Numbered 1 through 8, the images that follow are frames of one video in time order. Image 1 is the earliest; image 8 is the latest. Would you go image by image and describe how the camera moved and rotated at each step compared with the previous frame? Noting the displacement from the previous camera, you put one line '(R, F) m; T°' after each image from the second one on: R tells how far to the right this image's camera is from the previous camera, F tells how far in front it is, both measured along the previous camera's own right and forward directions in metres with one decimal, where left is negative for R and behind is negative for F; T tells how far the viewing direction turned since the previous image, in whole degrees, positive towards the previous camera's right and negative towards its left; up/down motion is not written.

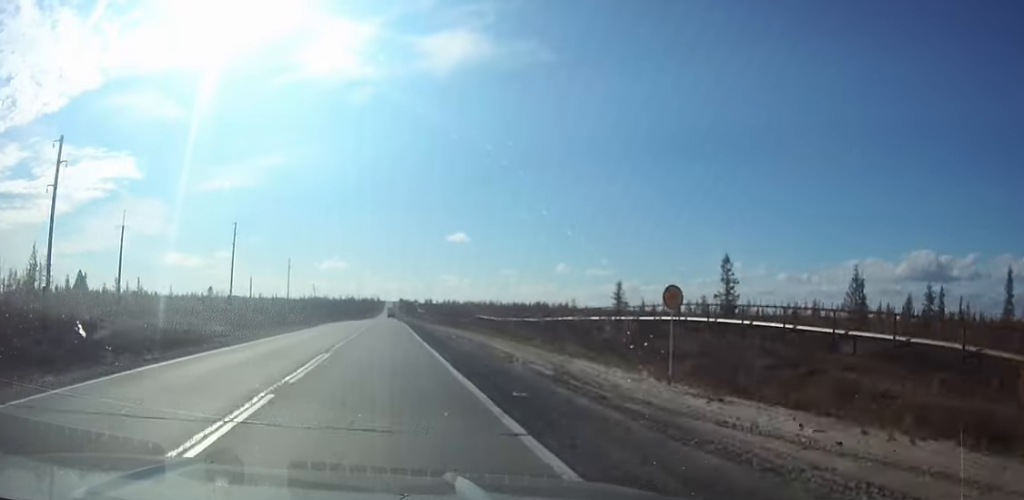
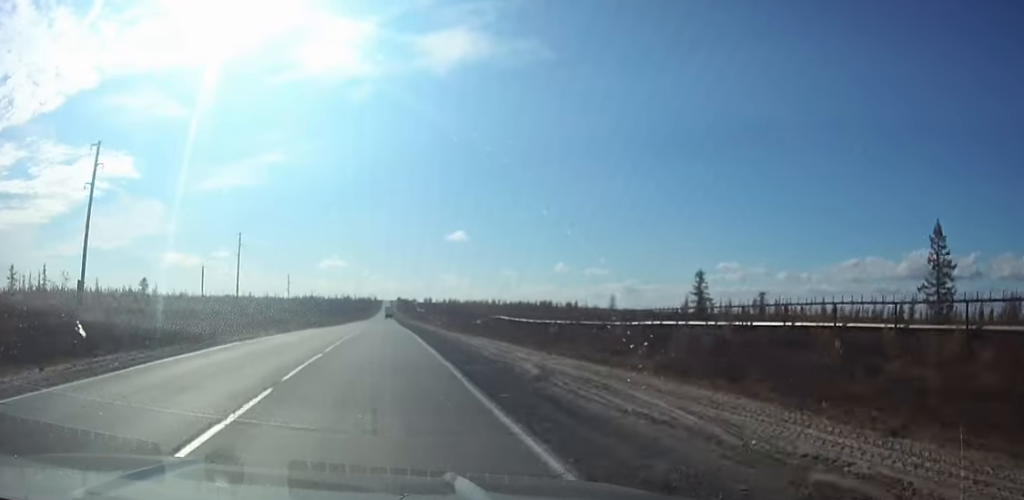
(+0.1, +41.6) m; 0°
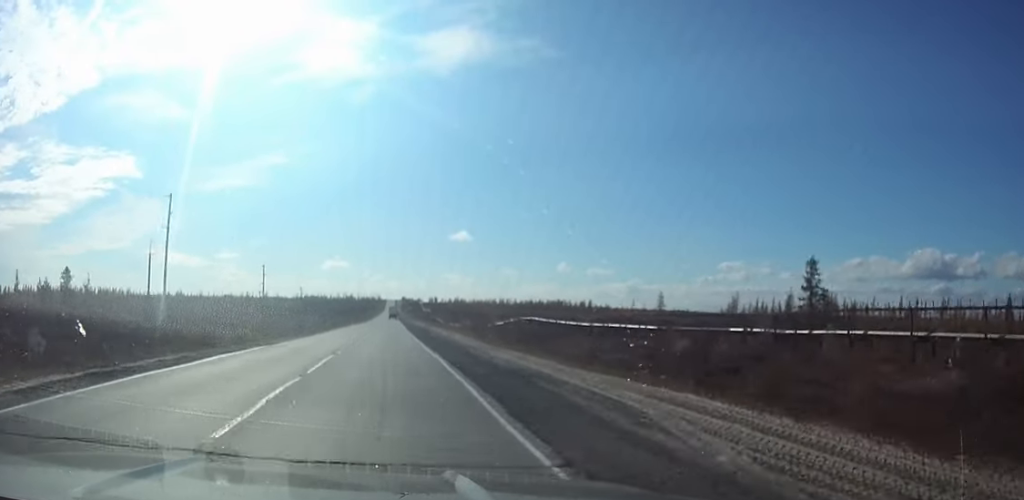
(0.0, +31.1) m; 0°
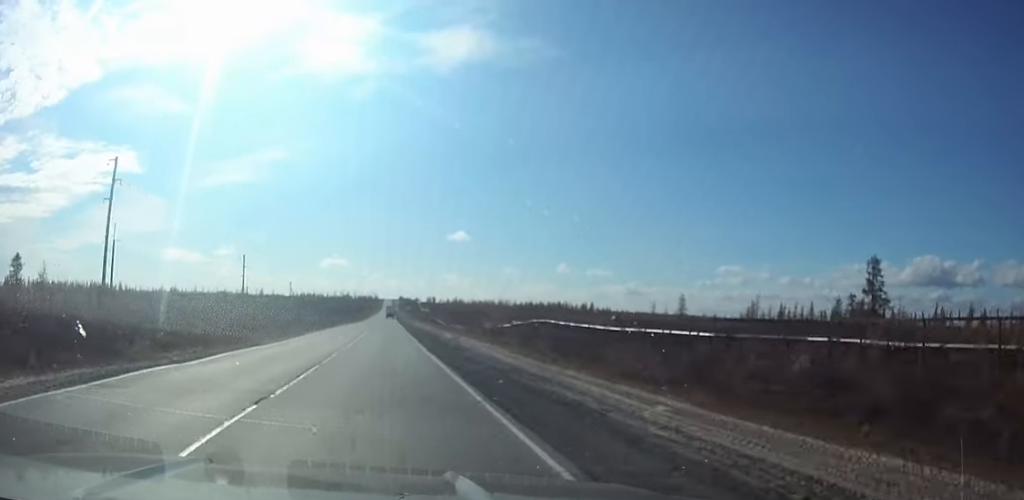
(0.0, +12.6) m; 0°
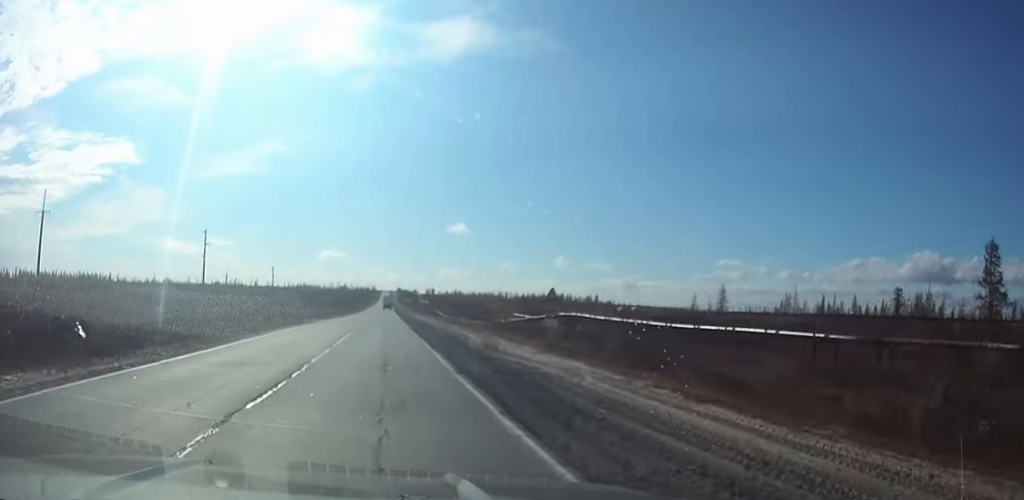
(+0.1, +19.3) m; 0°
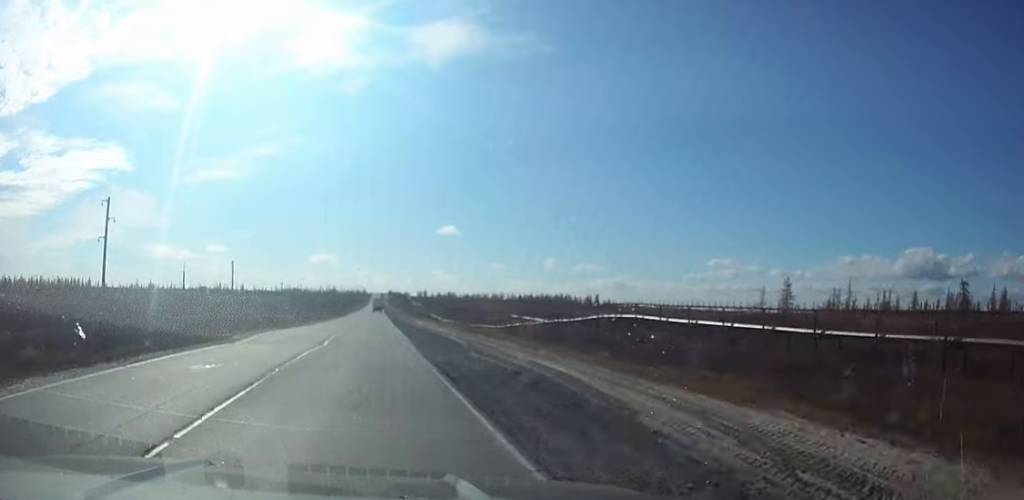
(0.0, +24.1) m; 0°
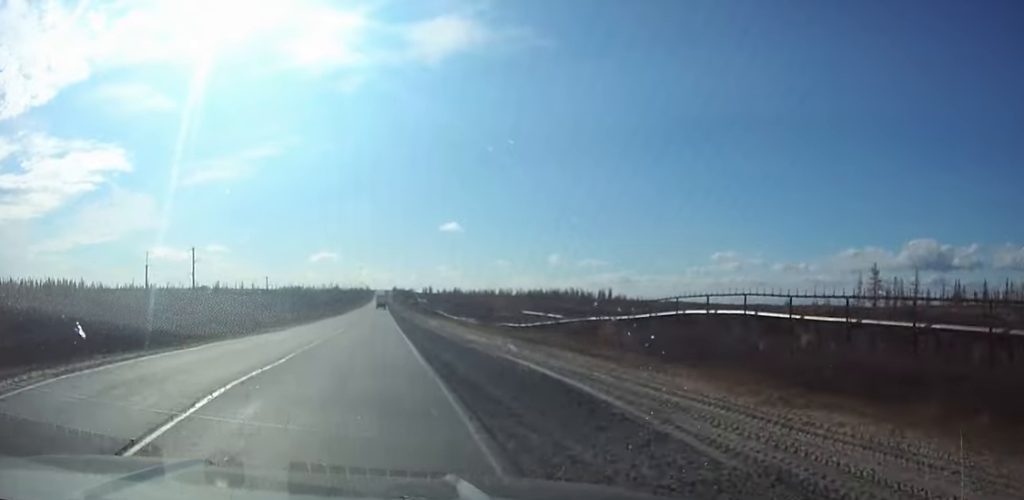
(-0.1, +21.1) m; 0°
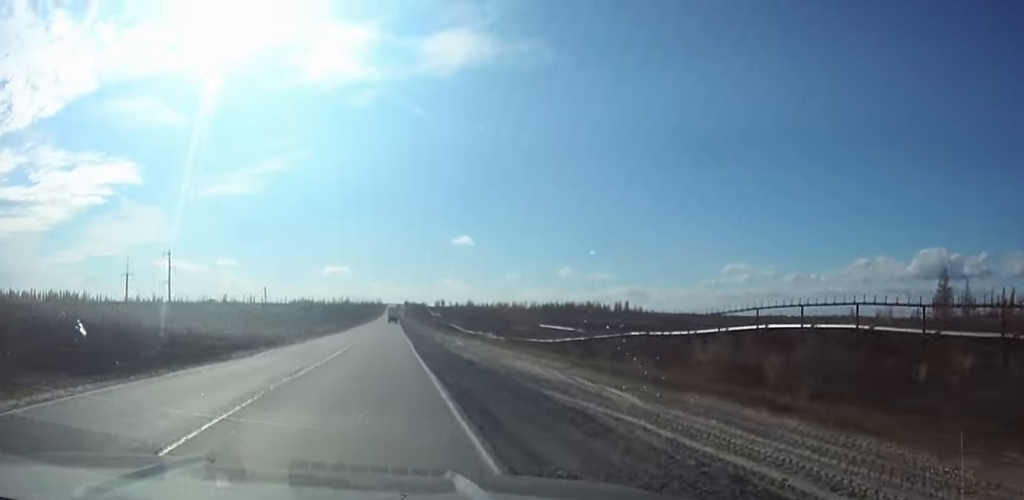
(-0.1, +12.4) m; 0°
